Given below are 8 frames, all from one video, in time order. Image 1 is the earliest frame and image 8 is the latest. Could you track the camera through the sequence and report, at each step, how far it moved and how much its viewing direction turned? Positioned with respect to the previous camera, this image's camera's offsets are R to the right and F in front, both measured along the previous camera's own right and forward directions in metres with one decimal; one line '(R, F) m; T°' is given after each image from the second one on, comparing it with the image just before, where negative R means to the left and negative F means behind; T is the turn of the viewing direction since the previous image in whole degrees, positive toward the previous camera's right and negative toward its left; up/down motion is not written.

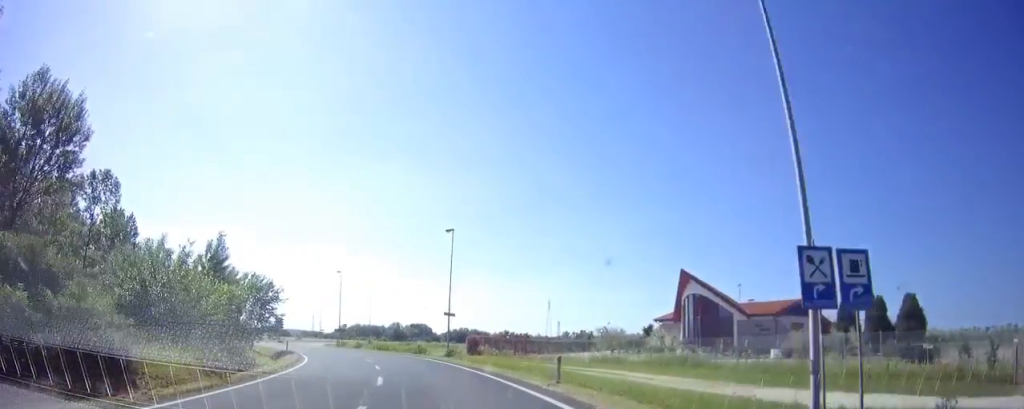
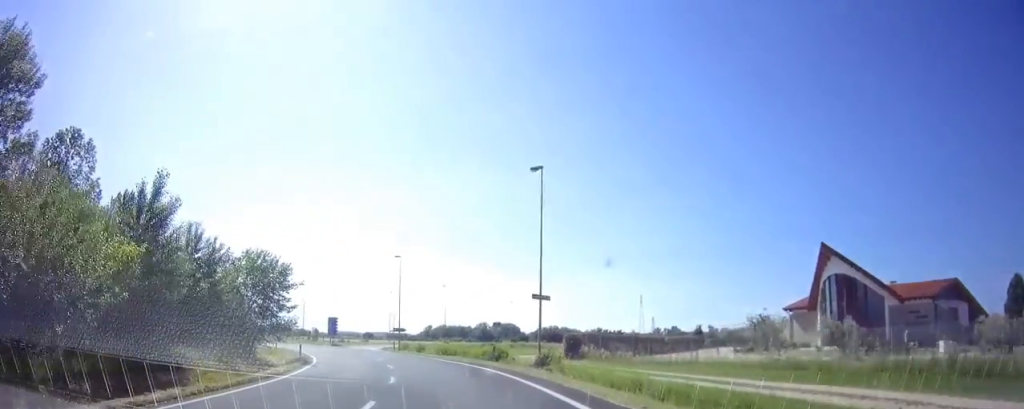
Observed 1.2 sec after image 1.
(-1.4, +14.8) m; -10°
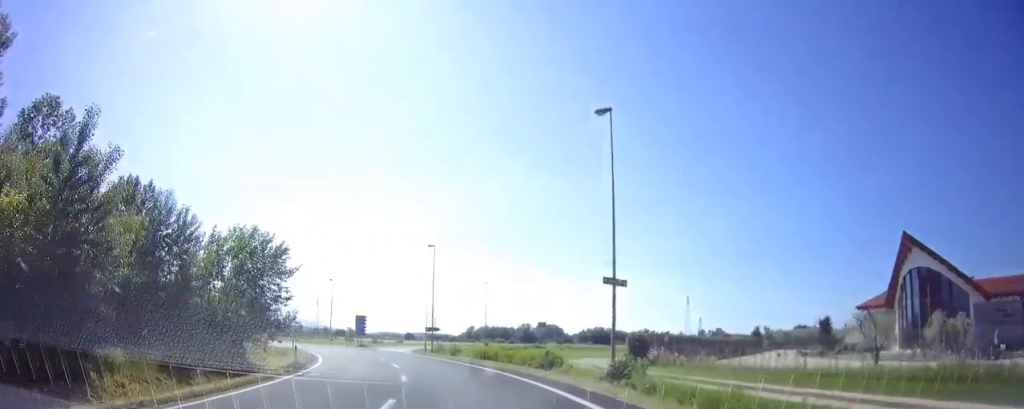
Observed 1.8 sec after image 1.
(-0.4, +6.8) m; -4°
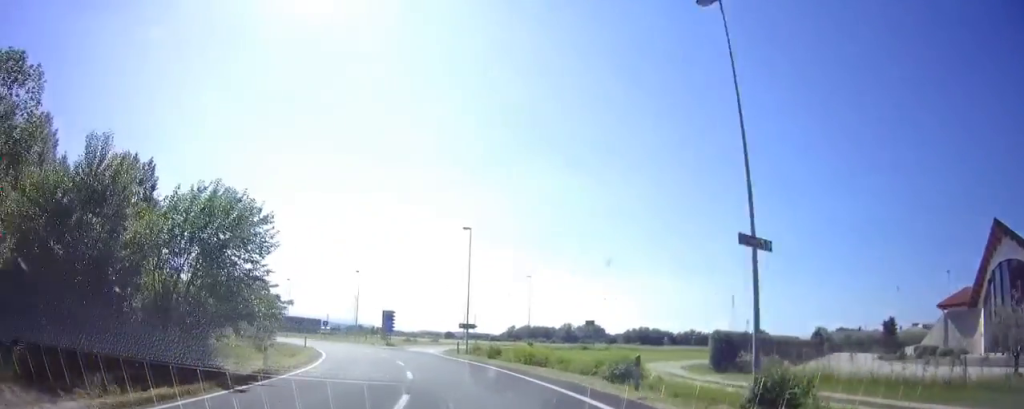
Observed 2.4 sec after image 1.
(-0.2, +7.1) m; -3°
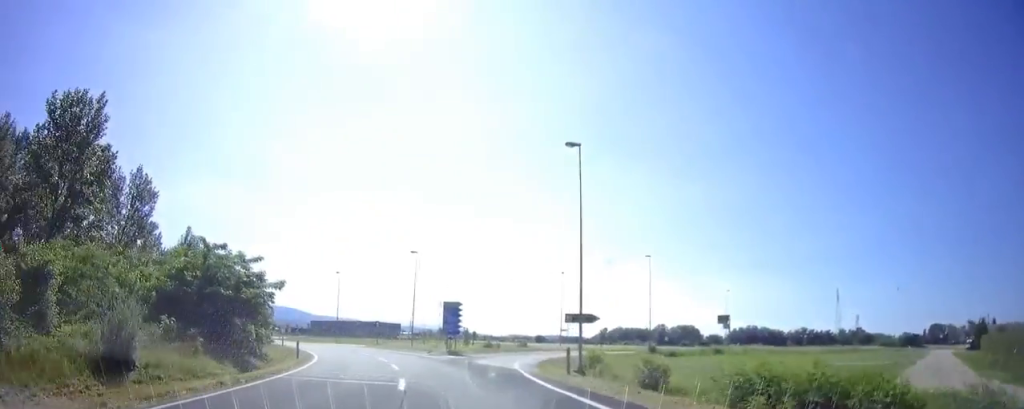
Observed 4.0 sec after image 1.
(-1.2, +18.7) m; -4°
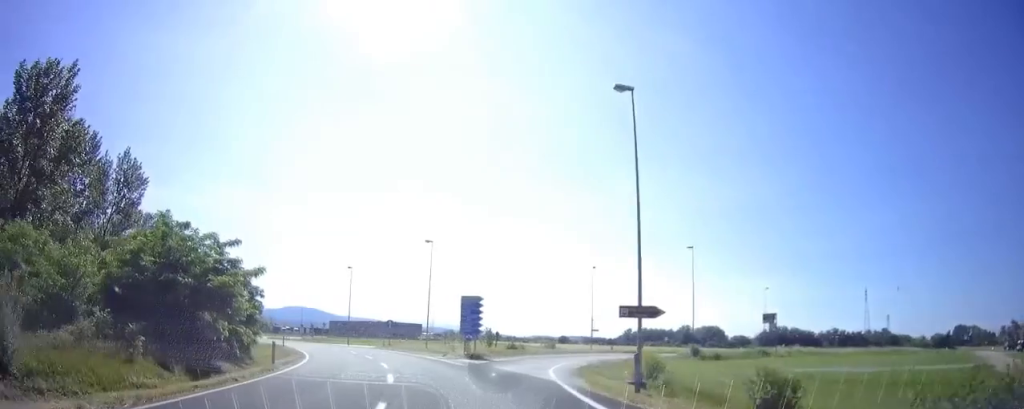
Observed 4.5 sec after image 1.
(+0.1, +4.8) m; +3°
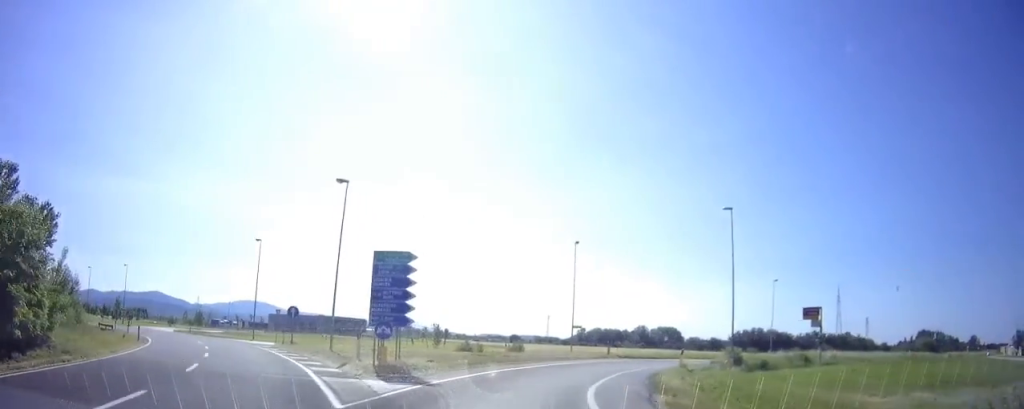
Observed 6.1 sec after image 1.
(+1.3, +15.4) m; +14°
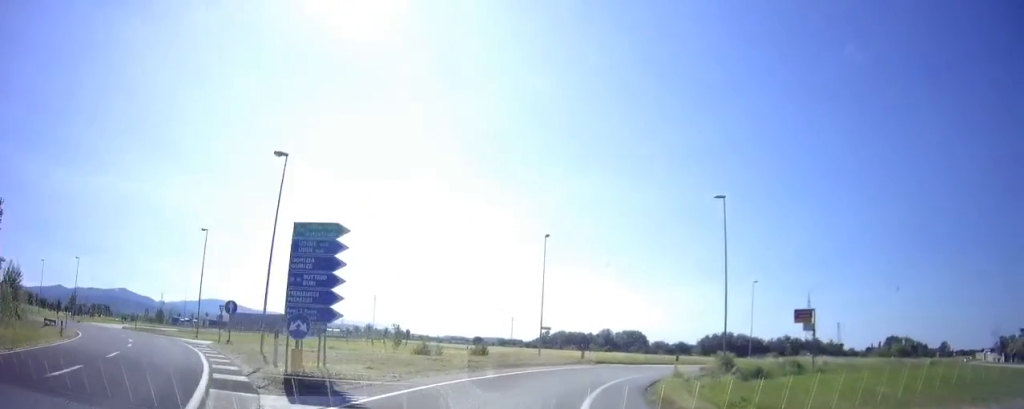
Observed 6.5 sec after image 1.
(+0.4, +4.4) m; +5°
